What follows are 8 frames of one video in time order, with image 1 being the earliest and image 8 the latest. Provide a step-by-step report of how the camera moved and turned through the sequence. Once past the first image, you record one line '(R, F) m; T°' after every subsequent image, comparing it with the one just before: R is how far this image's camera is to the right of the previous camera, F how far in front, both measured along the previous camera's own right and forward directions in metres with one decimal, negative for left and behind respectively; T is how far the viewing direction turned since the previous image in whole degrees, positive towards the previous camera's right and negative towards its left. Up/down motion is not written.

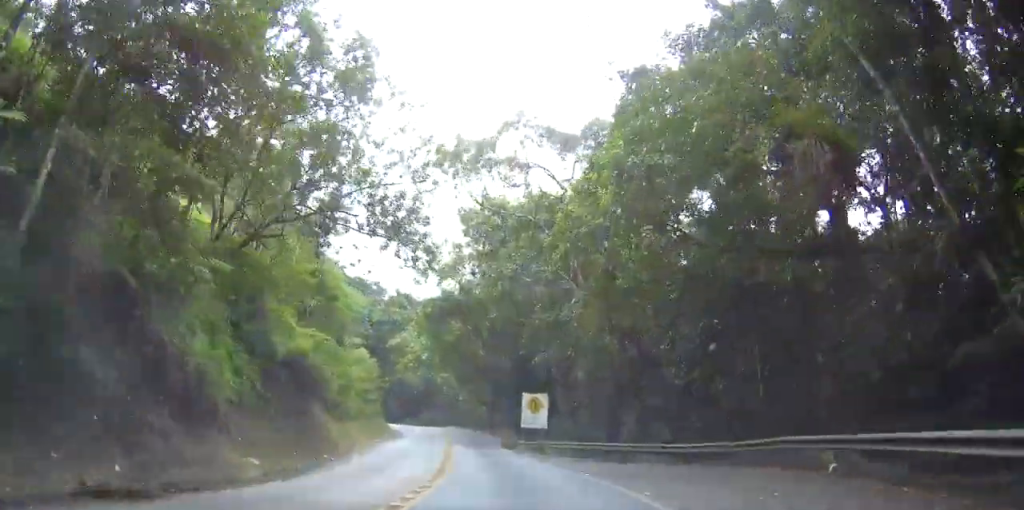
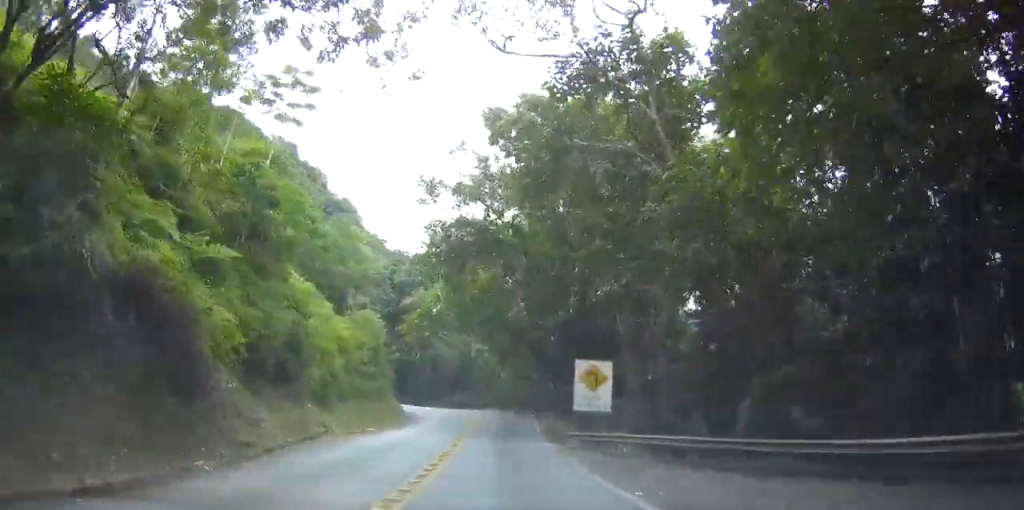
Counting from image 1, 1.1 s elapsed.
(0.0, +12.2) m; -2°
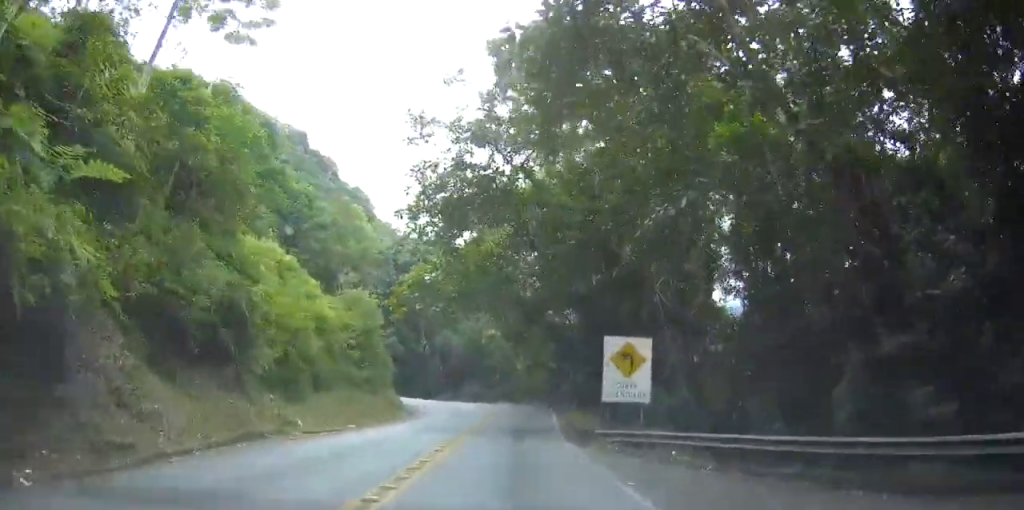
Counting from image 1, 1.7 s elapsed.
(+0.2, +5.6) m; -3°
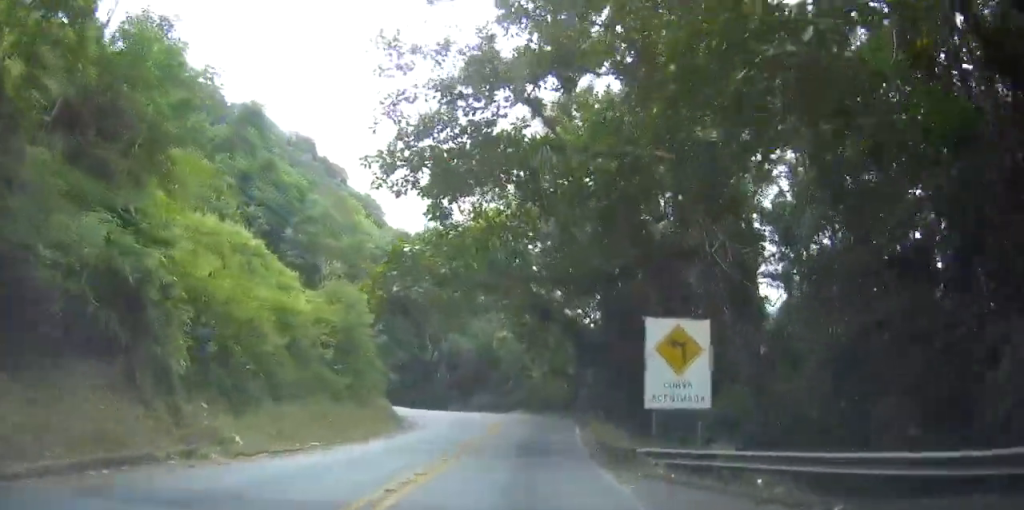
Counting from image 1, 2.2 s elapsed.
(-0.5, +5.3) m; -2°
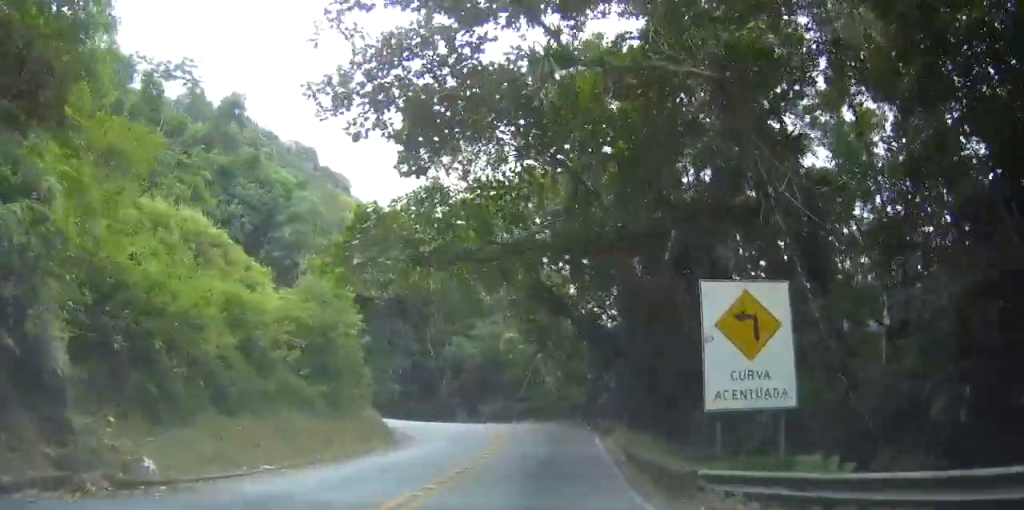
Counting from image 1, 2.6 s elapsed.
(-0.3, +4.3) m; -2°
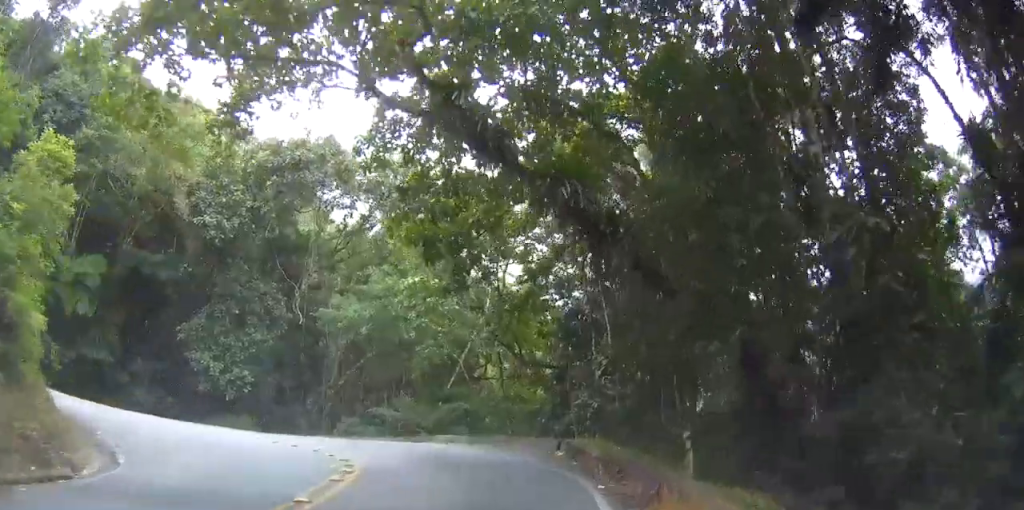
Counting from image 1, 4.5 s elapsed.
(-2.8, +12.2) m; -59°
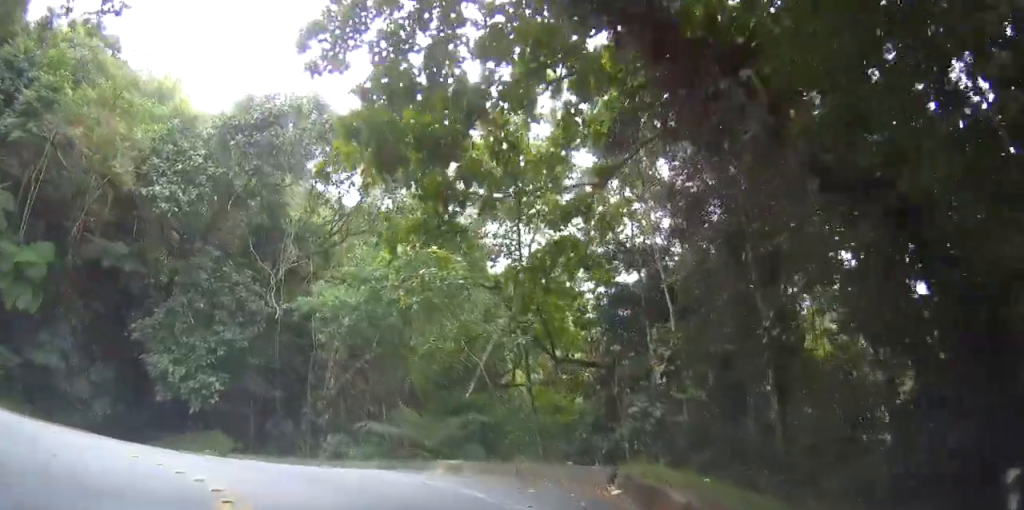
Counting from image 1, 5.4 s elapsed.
(-1.6, +4.5) m; -20°
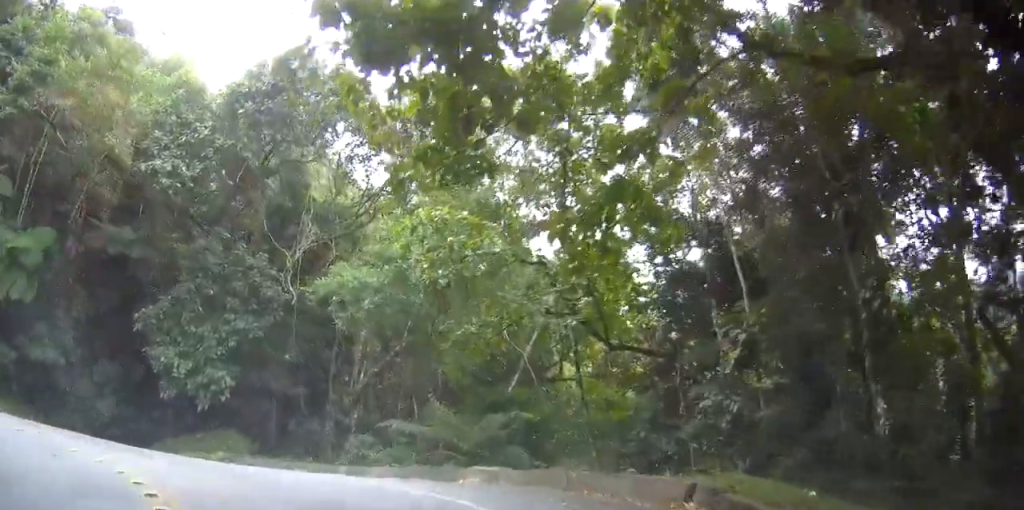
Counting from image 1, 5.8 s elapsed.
(-0.2, +2.4) m; -6°
